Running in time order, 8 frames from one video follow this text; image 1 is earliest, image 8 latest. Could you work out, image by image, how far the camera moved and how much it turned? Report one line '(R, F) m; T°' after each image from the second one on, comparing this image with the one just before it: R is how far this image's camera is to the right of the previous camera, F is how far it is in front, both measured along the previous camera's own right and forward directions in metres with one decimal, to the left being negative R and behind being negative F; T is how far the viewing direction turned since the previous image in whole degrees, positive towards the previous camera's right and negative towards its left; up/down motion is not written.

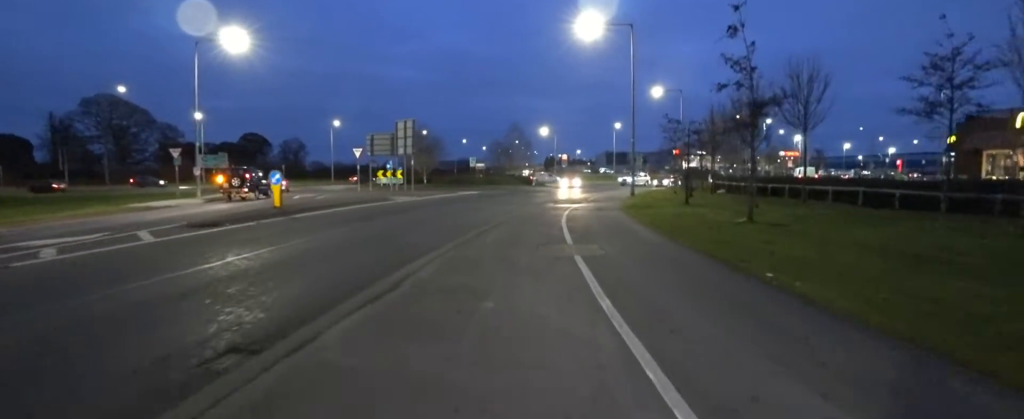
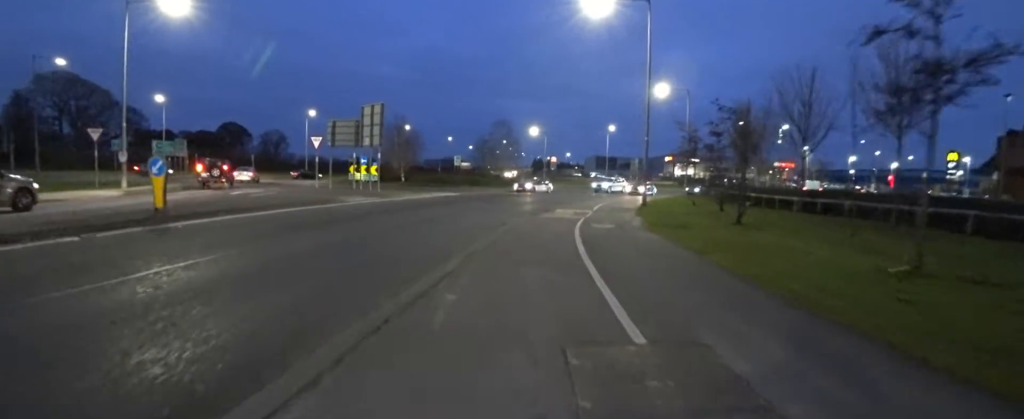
(0.0, +4.8) m; +3°
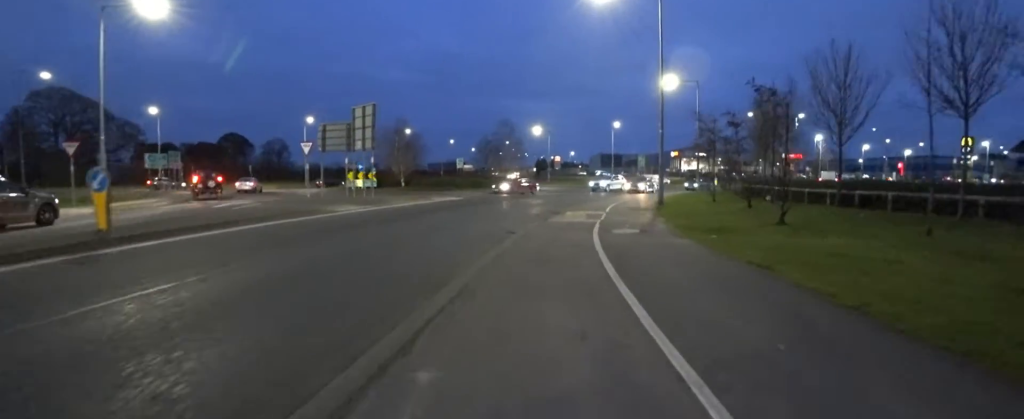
(+0.1, +1.7) m; +1°
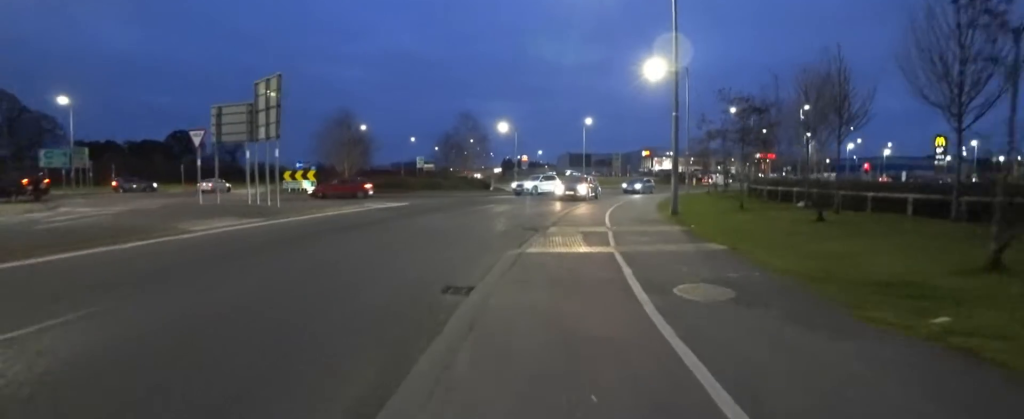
(+0.2, +5.4) m; +4°
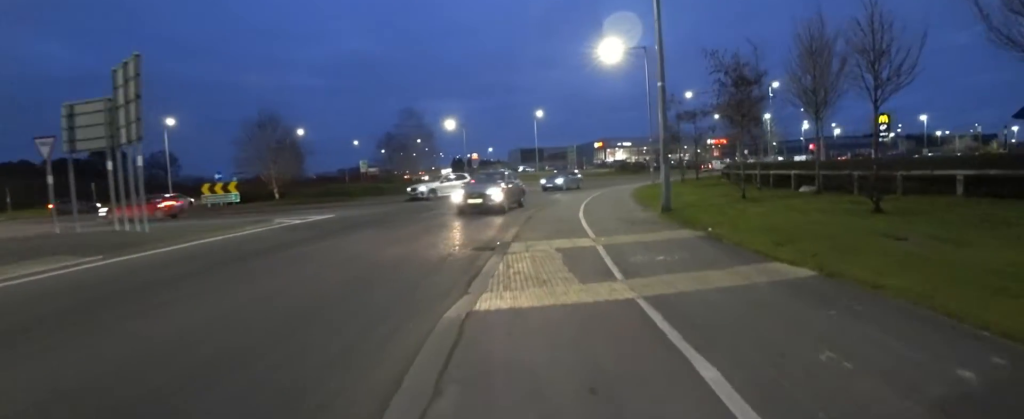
(+0.1, +3.3) m; +2°
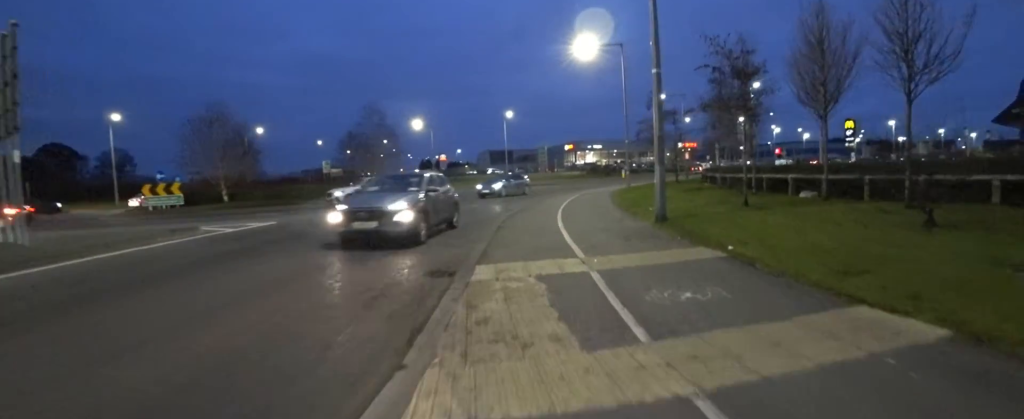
(0.0, +1.8) m; +1°
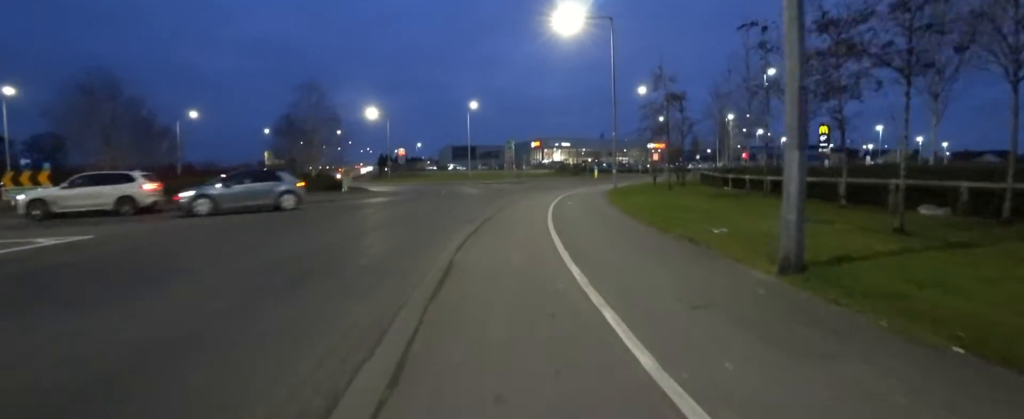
(+0.2, +5.1) m; +4°
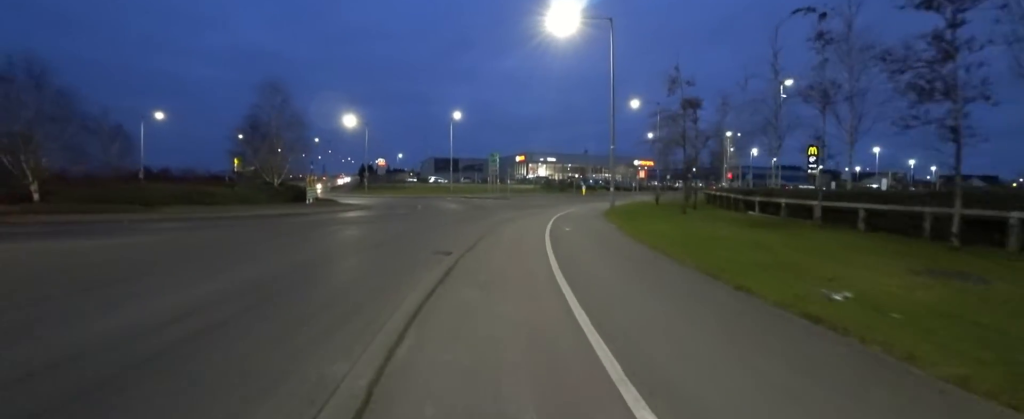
(+0.1, +2.8) m; +3°
